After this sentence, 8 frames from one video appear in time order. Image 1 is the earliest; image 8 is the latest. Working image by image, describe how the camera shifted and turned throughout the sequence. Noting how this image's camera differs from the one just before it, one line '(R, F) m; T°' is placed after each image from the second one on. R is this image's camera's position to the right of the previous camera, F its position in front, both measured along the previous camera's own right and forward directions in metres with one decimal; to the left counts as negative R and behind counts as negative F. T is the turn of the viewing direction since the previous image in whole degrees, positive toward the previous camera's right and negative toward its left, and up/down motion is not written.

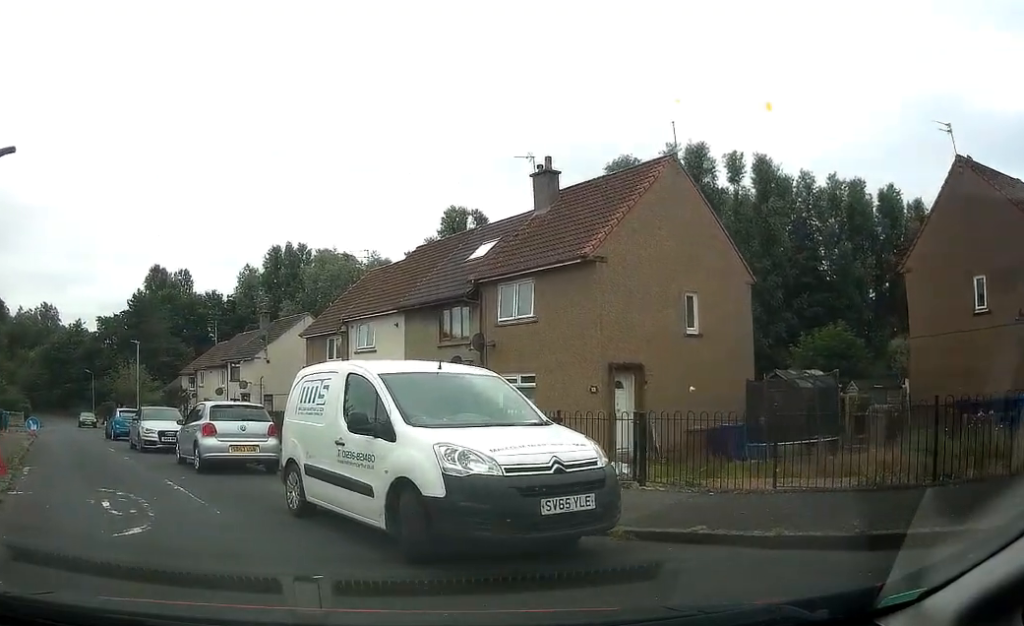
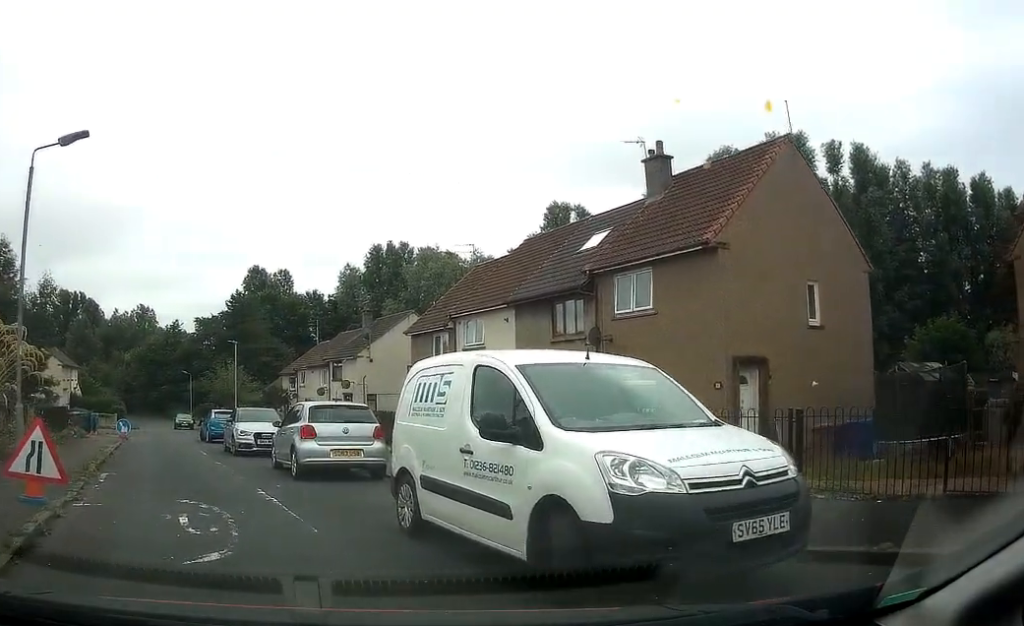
(0.0, +1.3) m; -4°
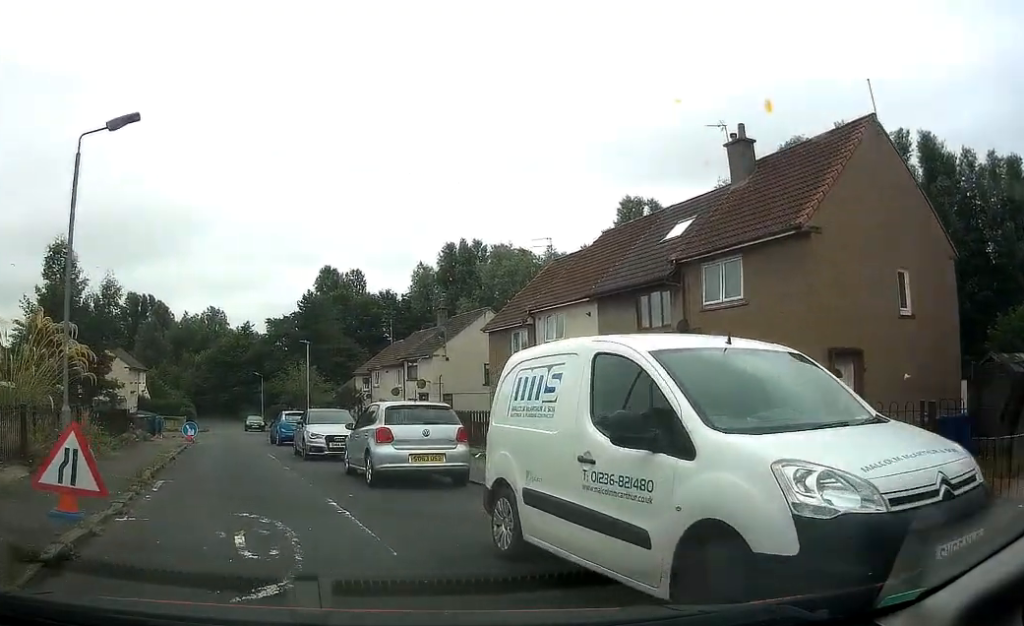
(0.0, +1.1) m; -3°
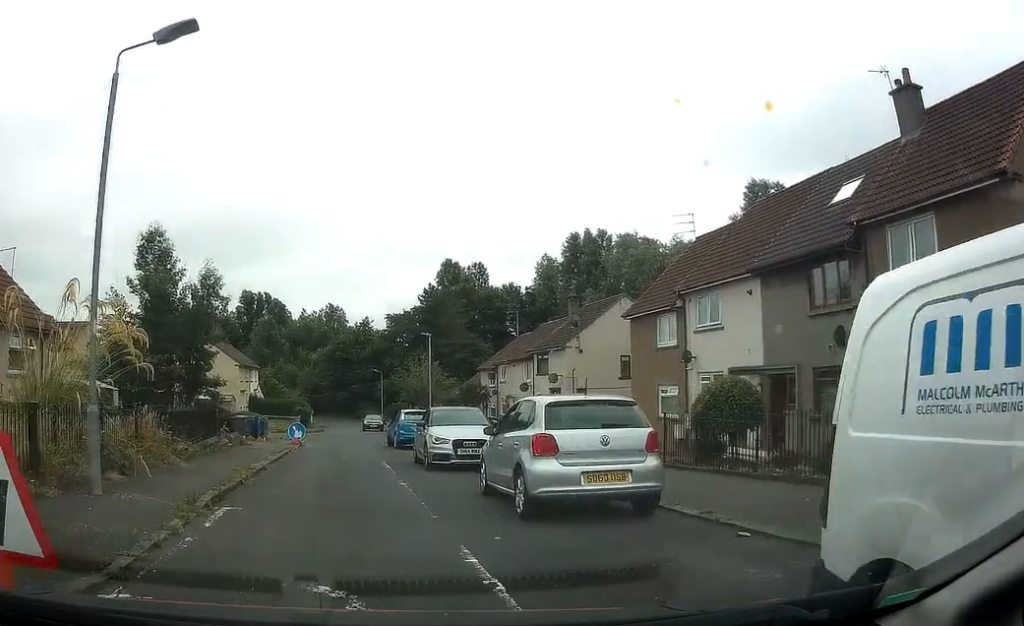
(-0.2, +3.4) m; -6°
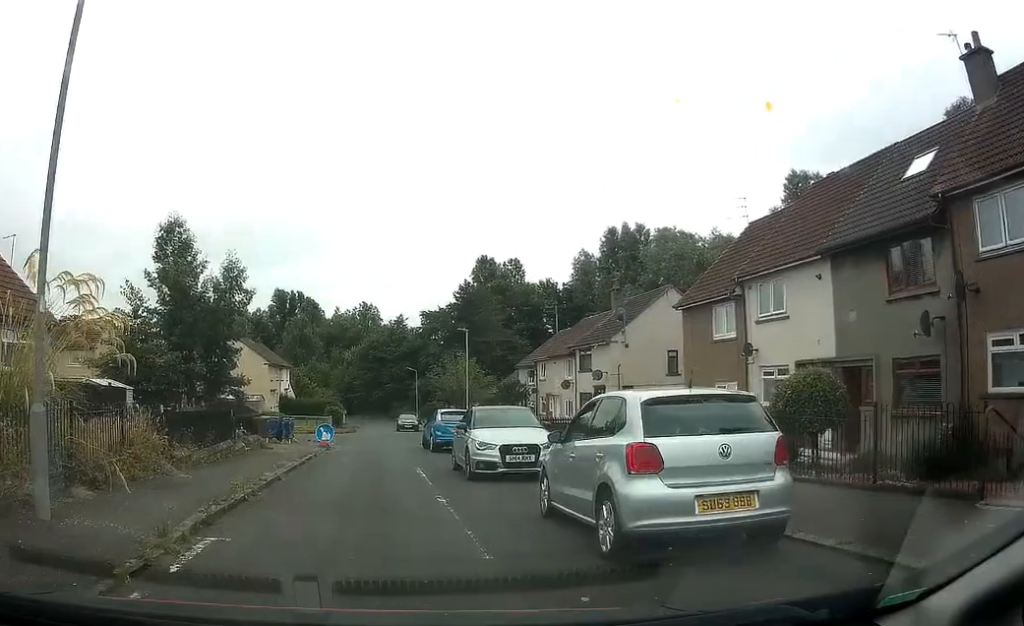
(-0.1, +2.2) m; -1°
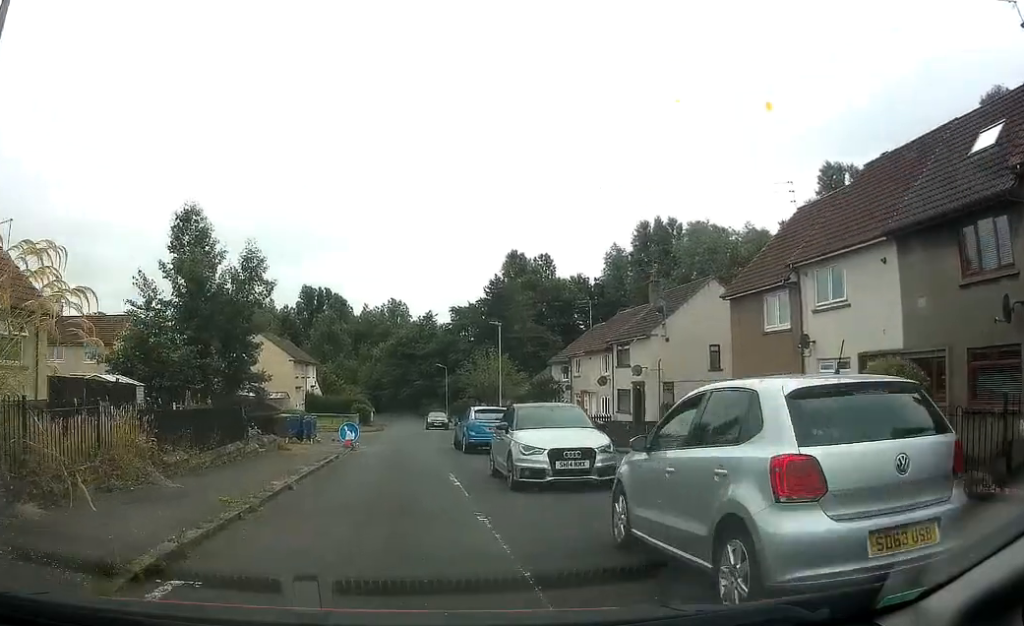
(0.0, +1.9) m; 0°
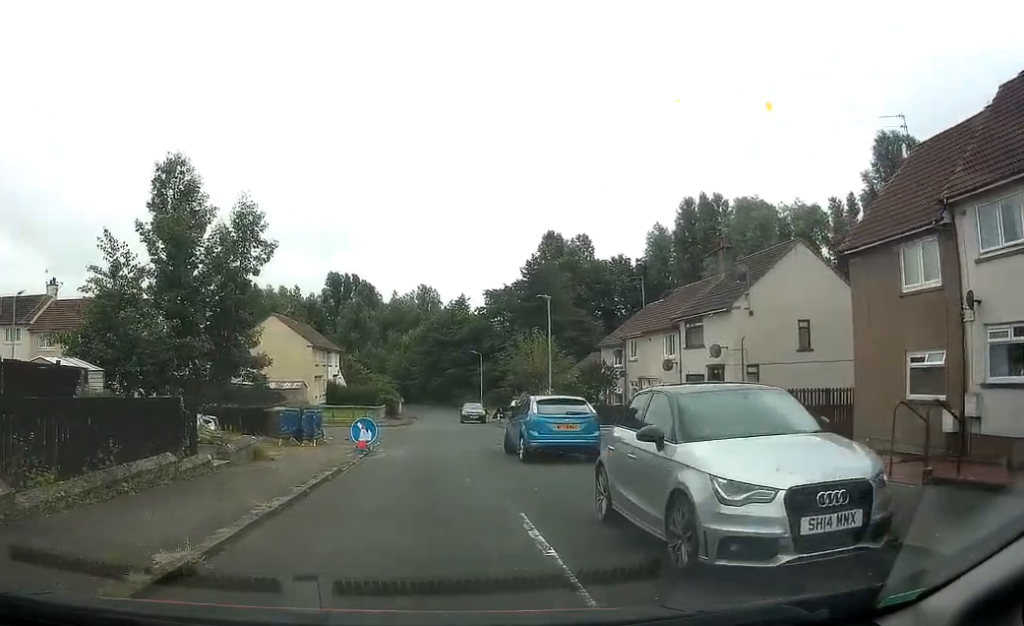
(0.0, +6.0) m; 0°
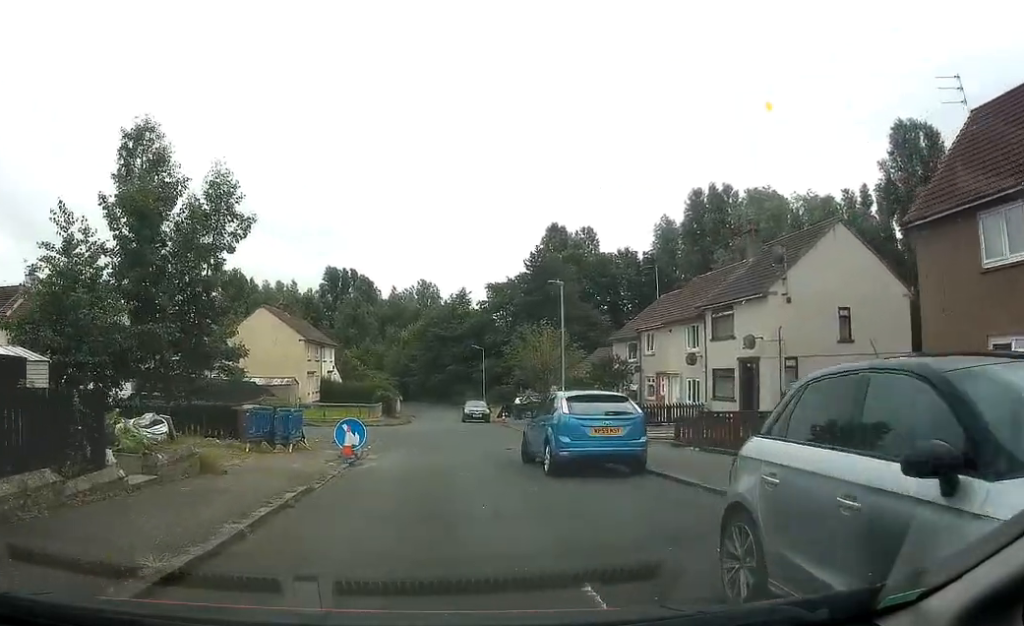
(0.0, +3.3) m; 0°
